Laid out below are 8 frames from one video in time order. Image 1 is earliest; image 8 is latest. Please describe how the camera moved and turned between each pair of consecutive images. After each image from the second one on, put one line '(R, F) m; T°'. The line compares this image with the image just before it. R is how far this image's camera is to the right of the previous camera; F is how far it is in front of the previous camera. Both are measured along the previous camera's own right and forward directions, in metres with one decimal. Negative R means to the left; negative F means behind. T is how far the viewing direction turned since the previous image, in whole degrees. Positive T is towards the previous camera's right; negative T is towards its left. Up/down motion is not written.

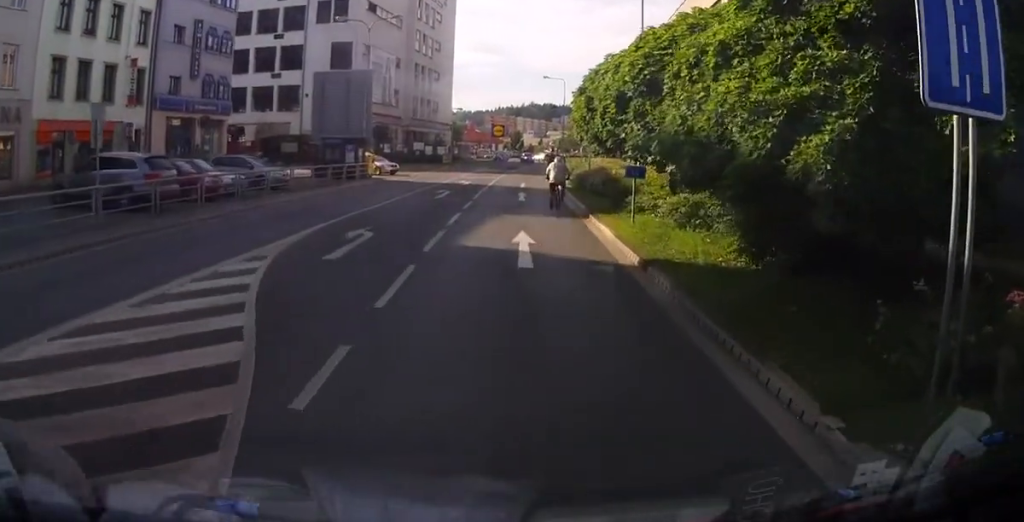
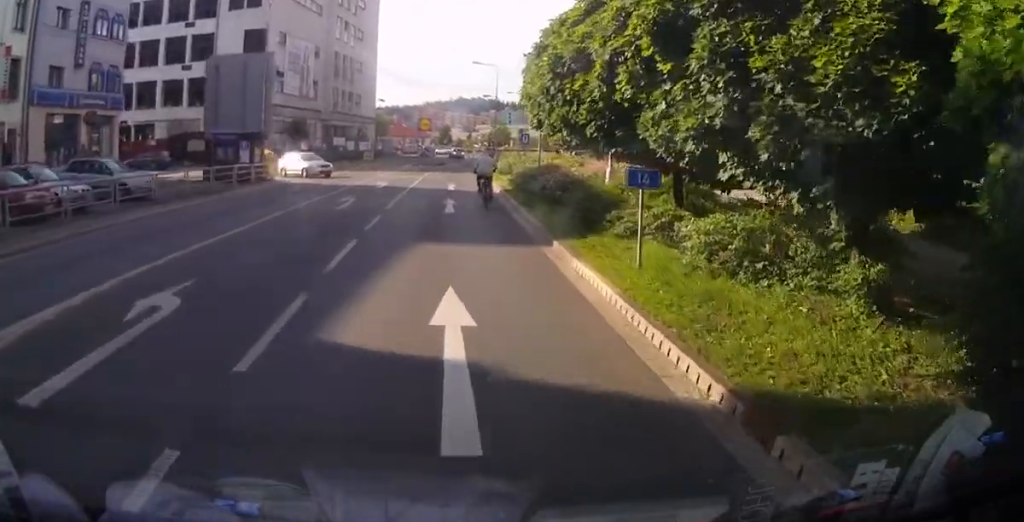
(0.0, +7.8) m; 0°
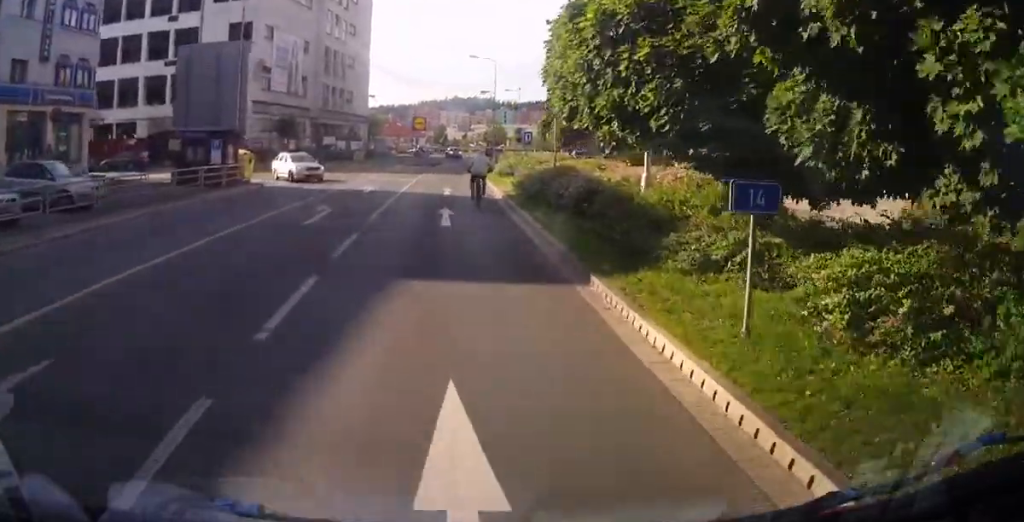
(0.0, +4.1) m; 0°
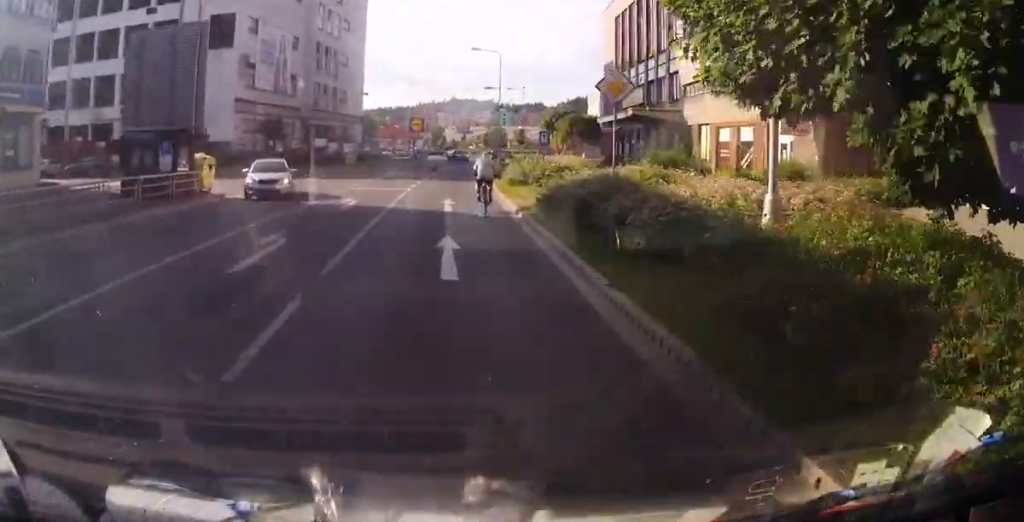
(0.0, +6.0) m; 0°
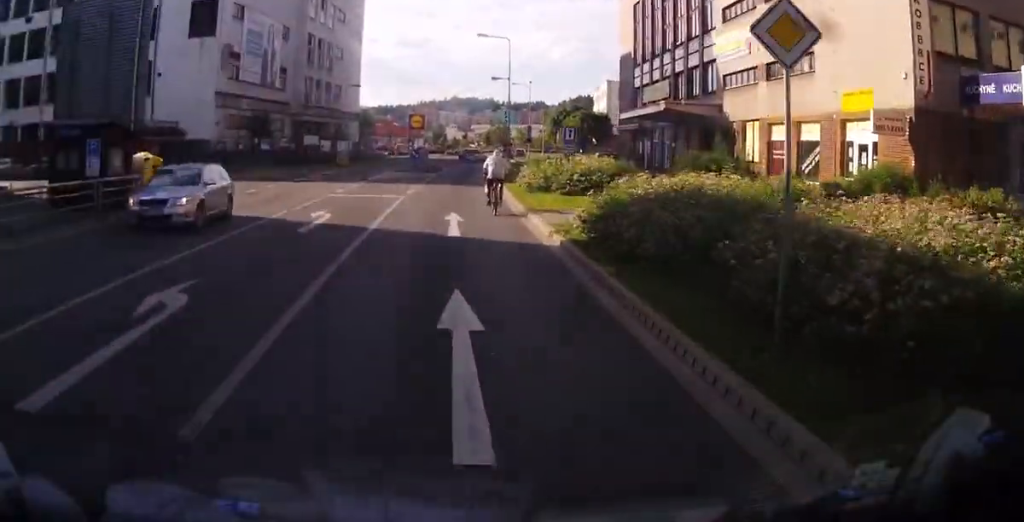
(0.0, +5.5) m; 0°
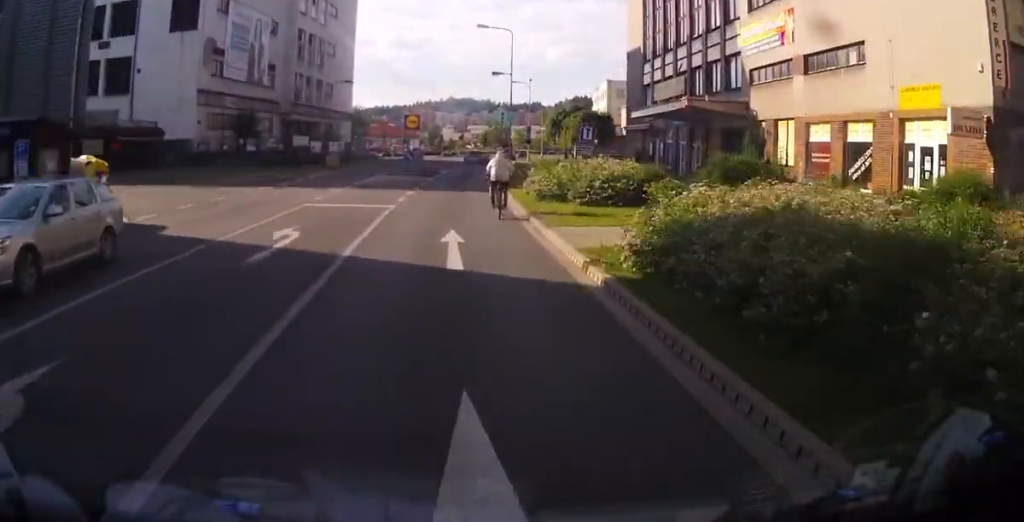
(0.0, +3.5) m; +1°
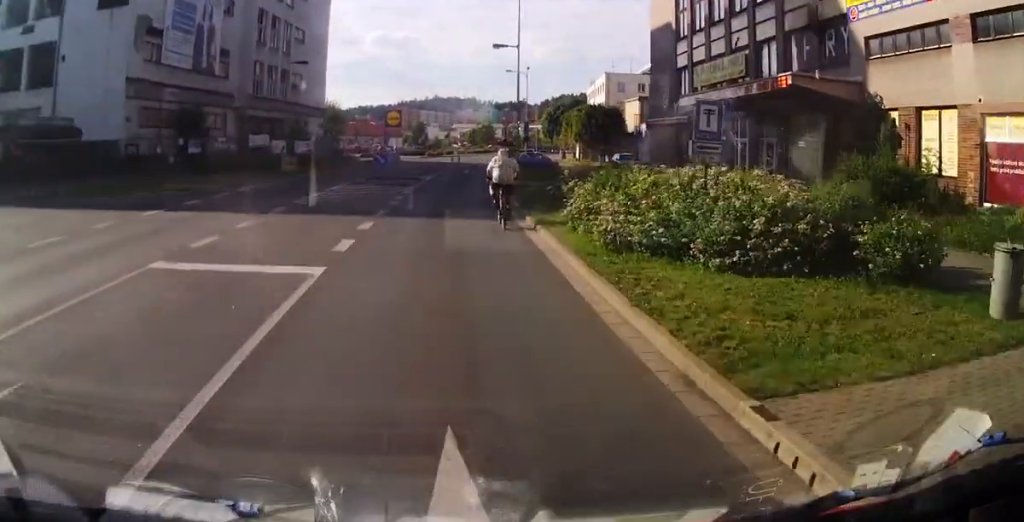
(+0.3, +10.3) m; +3°
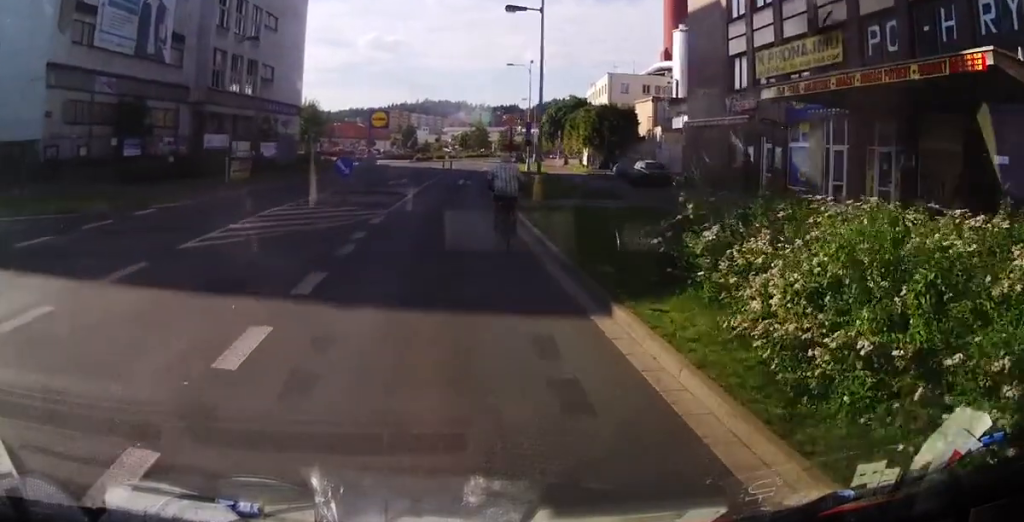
(+0.1, +8.1) m; +1°
